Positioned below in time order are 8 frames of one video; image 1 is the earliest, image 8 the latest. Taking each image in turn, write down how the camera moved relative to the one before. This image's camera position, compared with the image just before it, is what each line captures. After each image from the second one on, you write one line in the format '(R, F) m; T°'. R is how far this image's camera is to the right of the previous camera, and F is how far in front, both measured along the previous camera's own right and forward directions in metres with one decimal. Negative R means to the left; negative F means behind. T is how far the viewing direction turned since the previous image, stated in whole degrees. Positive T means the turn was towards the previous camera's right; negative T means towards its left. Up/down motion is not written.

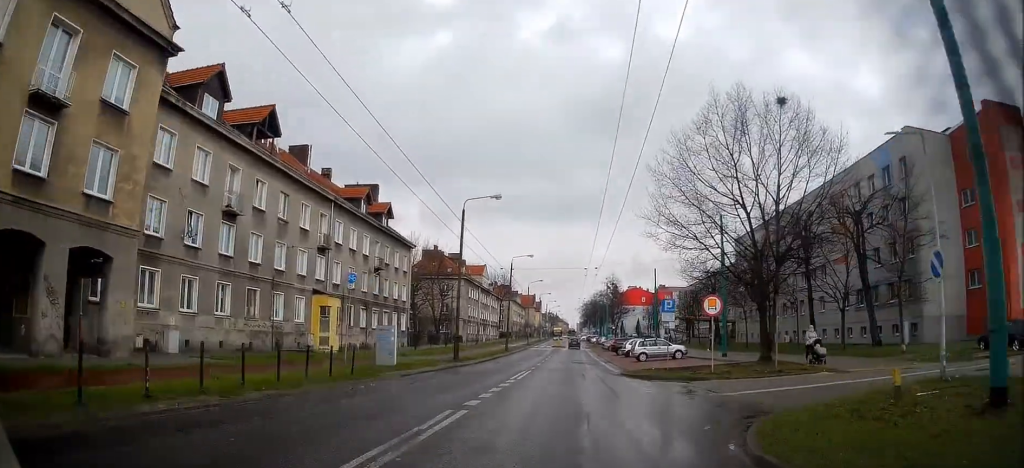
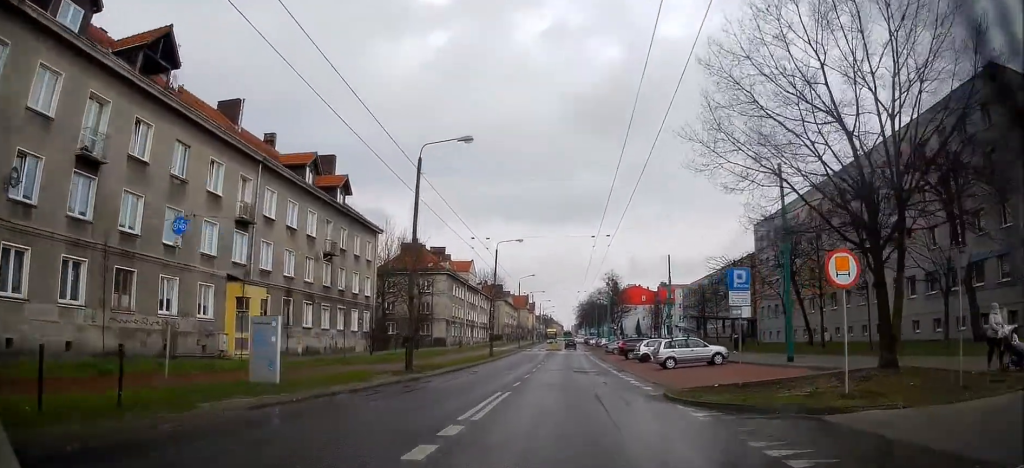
(-0.4, +11.4) m; -1°
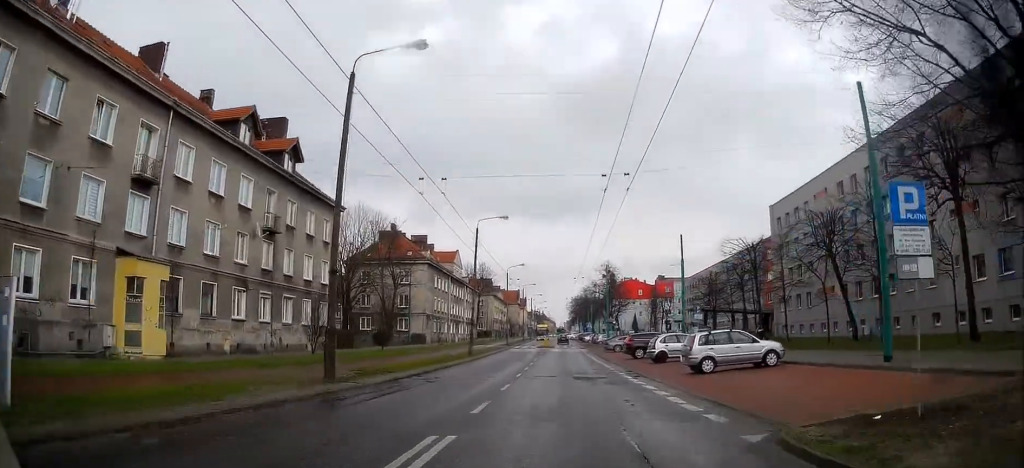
(+0.1, +8.8) m; +1°
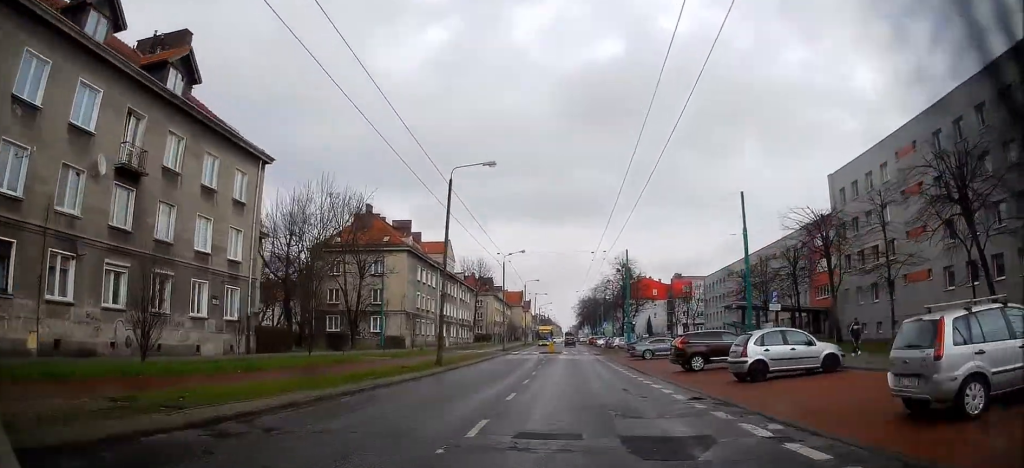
(+0.2, +14.7) m; +2°
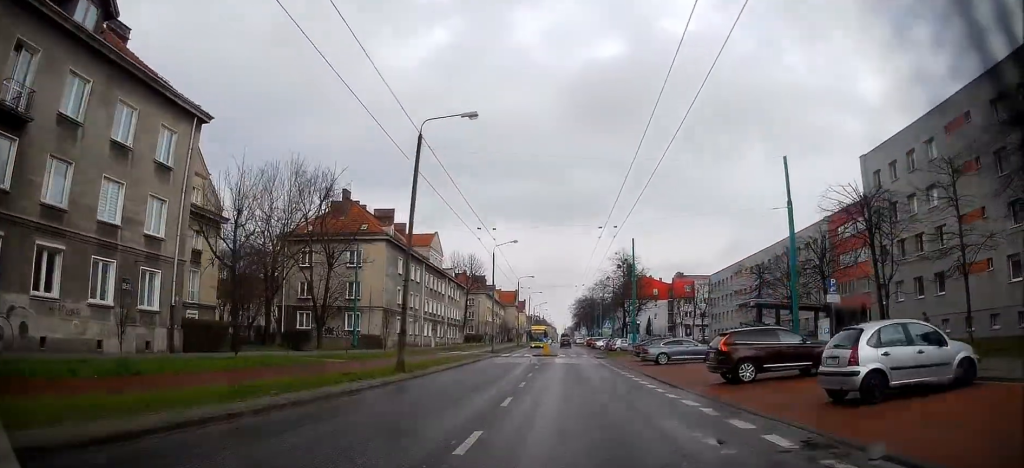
(0.0, +7.2) m; +1°
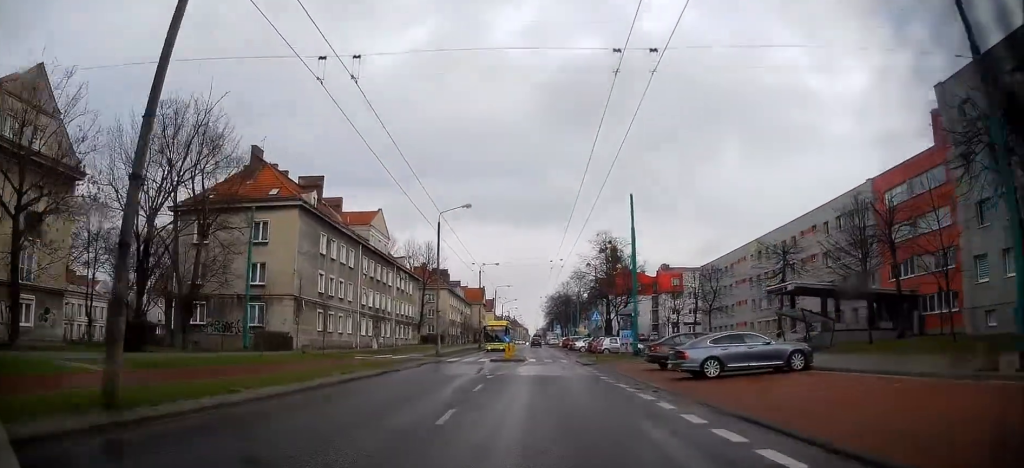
(+0.1, +15.8) m; 0°
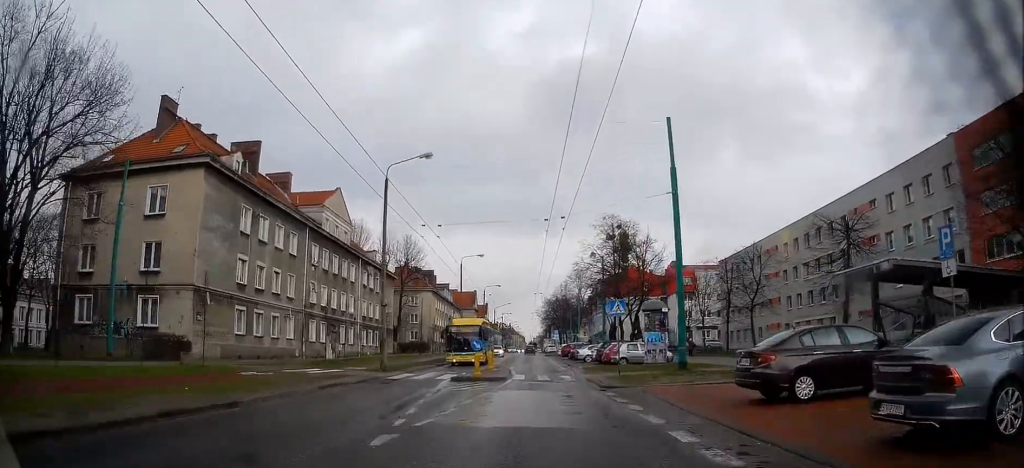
(-0.1, +13.9) m; +1°
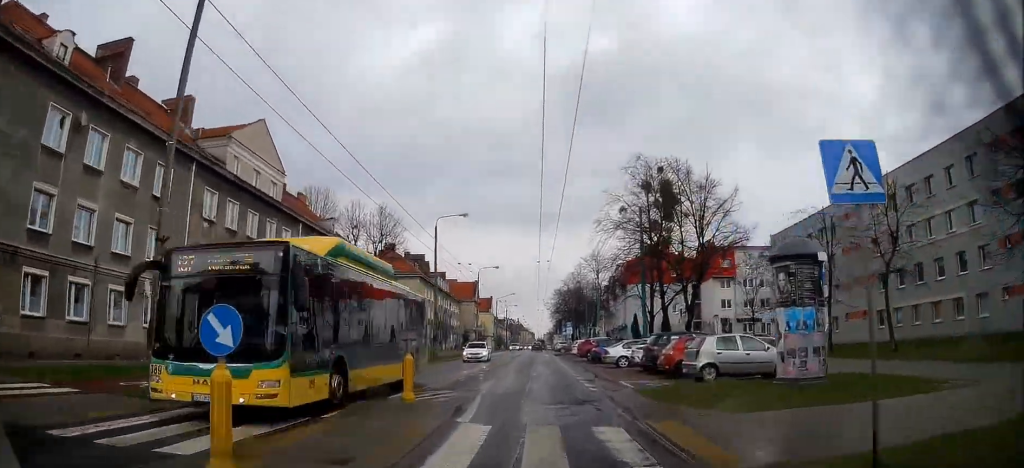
(+0.6, +19.2) m; +3°
